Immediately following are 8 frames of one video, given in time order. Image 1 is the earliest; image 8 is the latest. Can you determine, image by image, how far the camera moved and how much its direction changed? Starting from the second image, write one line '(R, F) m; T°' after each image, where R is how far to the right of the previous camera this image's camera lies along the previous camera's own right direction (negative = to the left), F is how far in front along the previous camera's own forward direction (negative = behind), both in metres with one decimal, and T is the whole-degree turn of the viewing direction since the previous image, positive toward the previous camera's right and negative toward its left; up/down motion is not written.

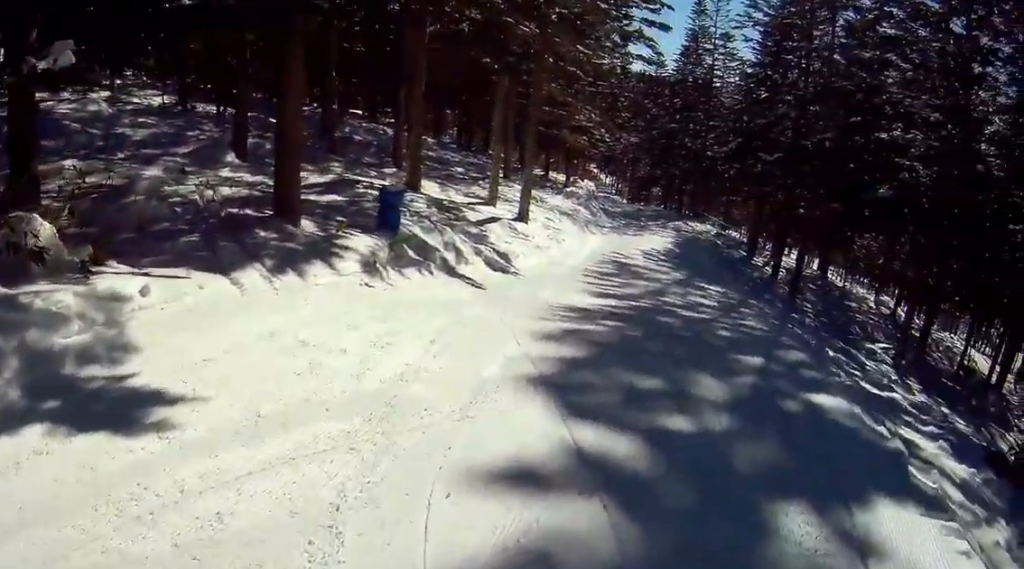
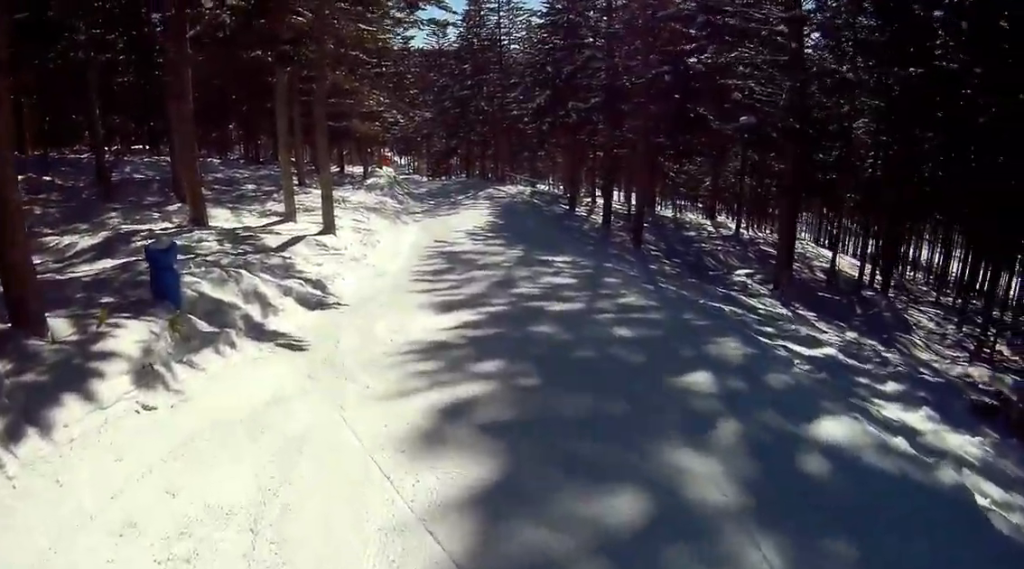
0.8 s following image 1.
(0.0, +2.7) m; 0°
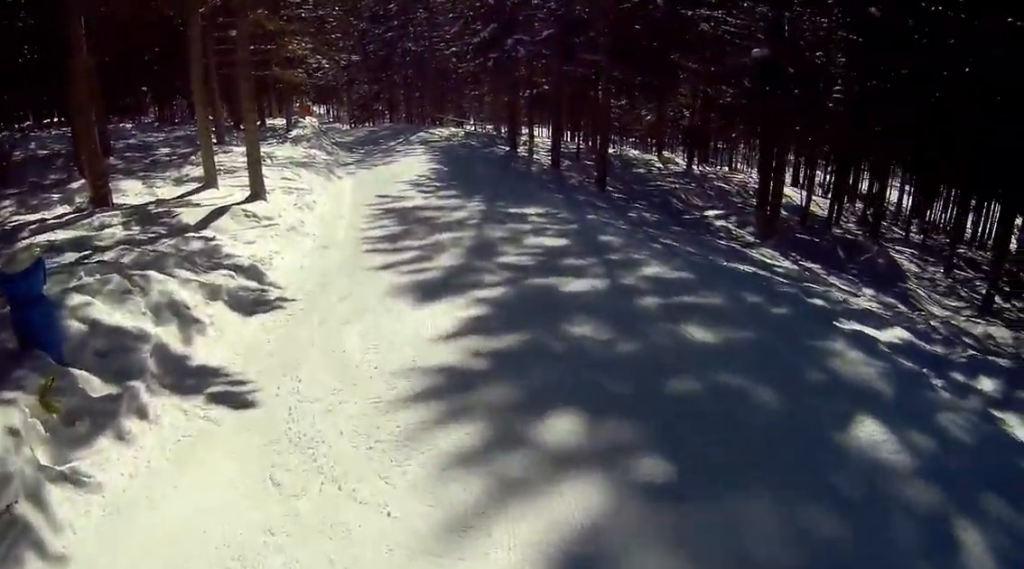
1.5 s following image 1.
(0.0, +2.9) m; -1°
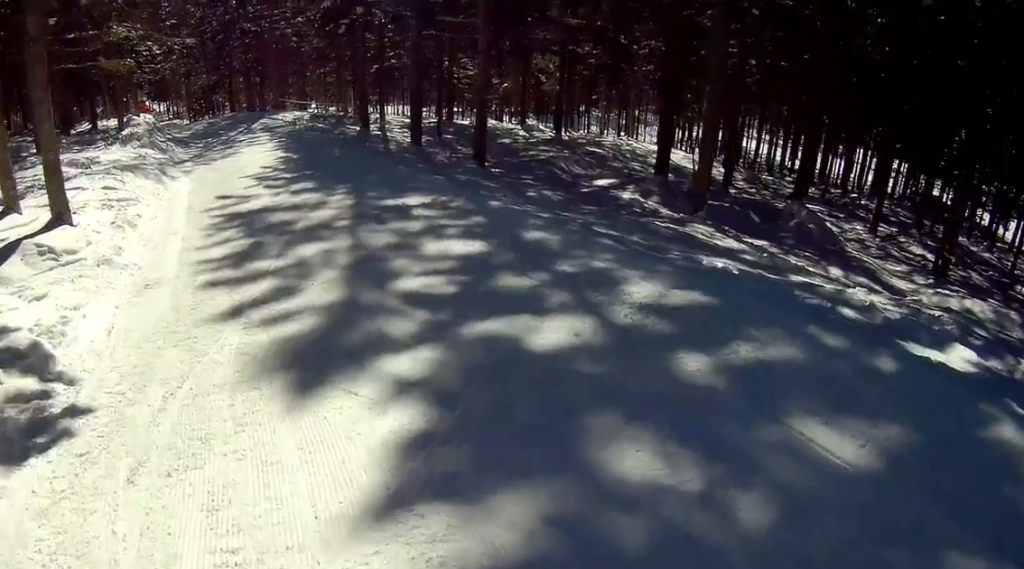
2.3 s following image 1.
(0.0, +3.2) m; -10°
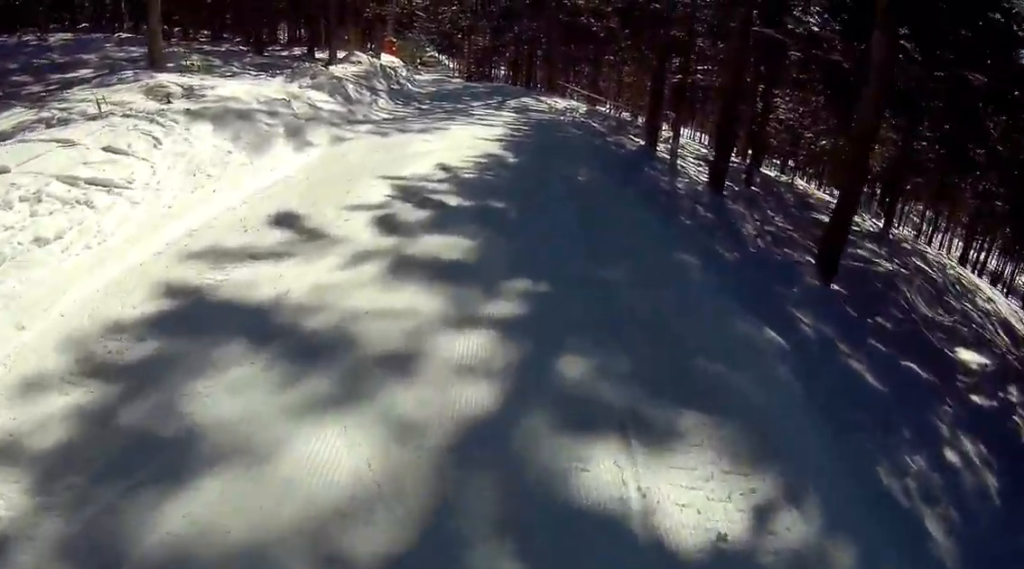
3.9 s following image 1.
(-2.5, +6.2) m; -20°
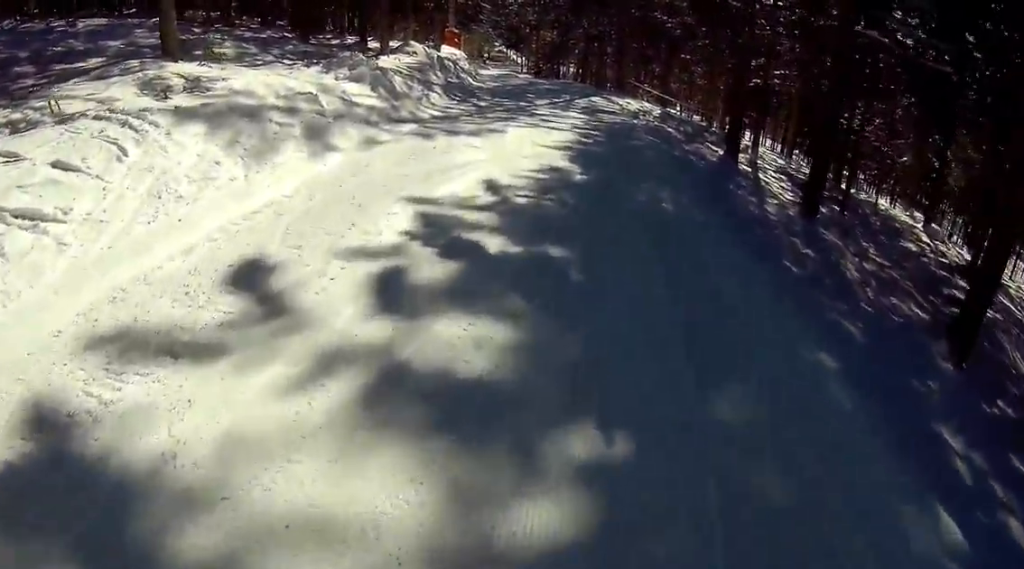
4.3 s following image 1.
(+0.5, +2.1) m; +12°
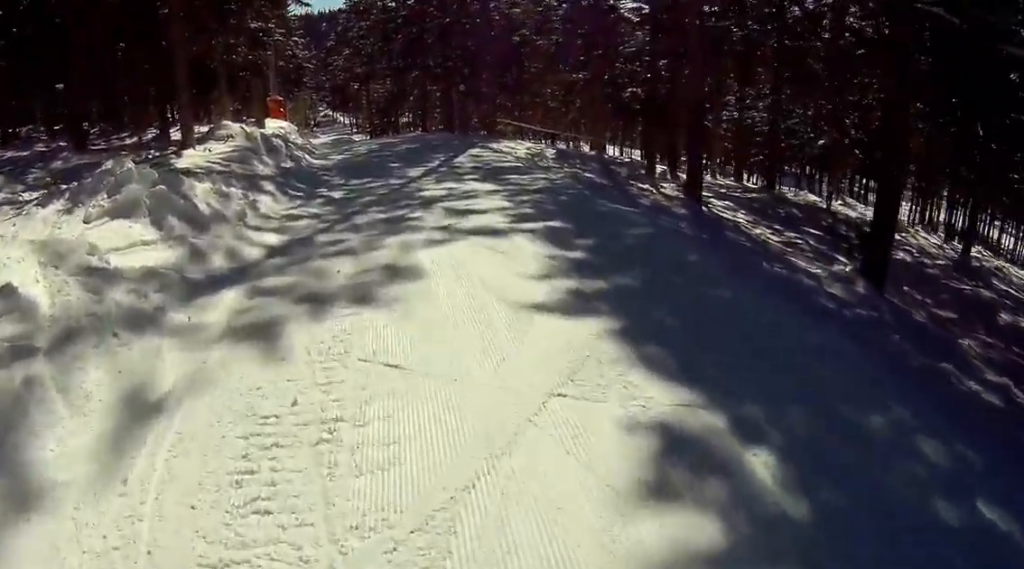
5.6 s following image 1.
(+2.4, +6.5) m; +24°
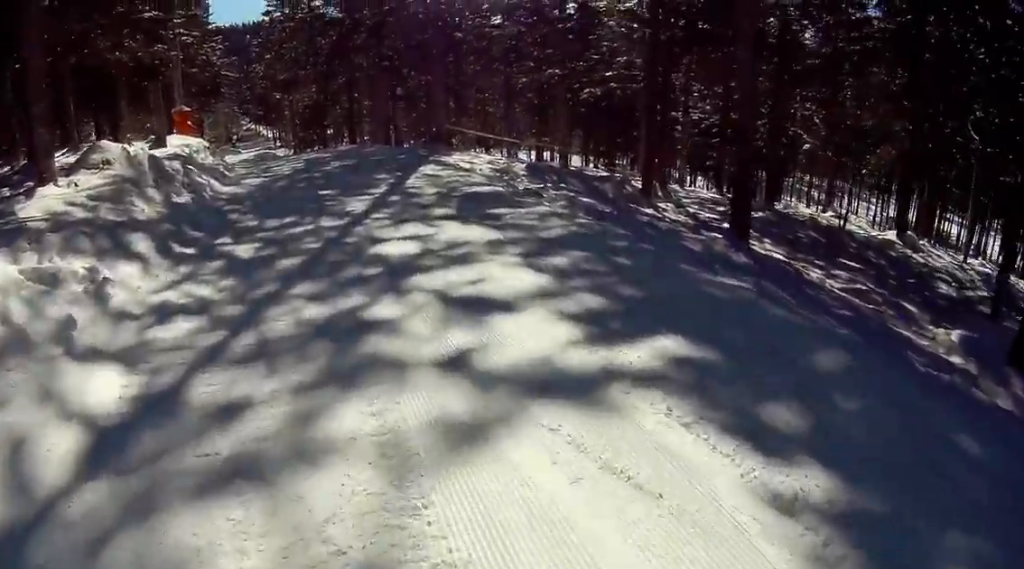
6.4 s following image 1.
(+0.2, +5.2) m; -4°
